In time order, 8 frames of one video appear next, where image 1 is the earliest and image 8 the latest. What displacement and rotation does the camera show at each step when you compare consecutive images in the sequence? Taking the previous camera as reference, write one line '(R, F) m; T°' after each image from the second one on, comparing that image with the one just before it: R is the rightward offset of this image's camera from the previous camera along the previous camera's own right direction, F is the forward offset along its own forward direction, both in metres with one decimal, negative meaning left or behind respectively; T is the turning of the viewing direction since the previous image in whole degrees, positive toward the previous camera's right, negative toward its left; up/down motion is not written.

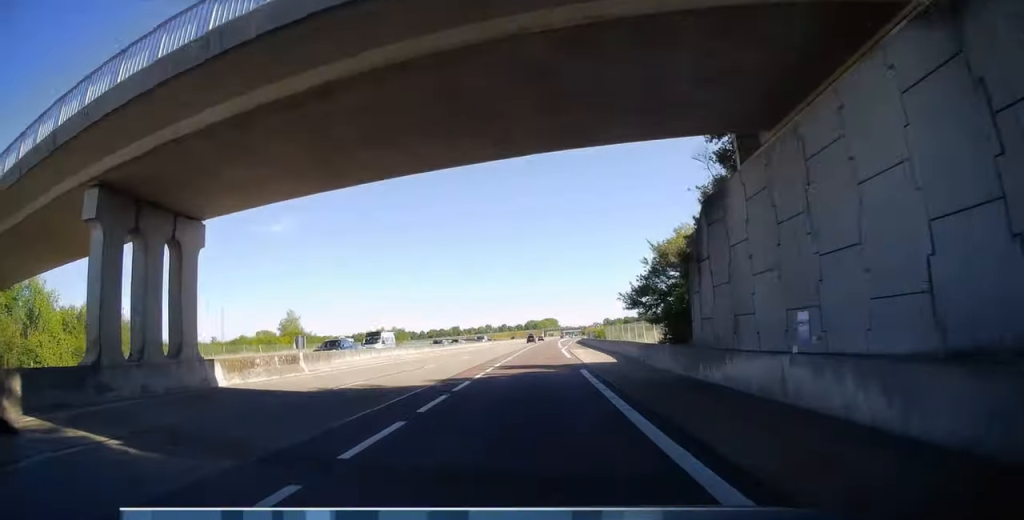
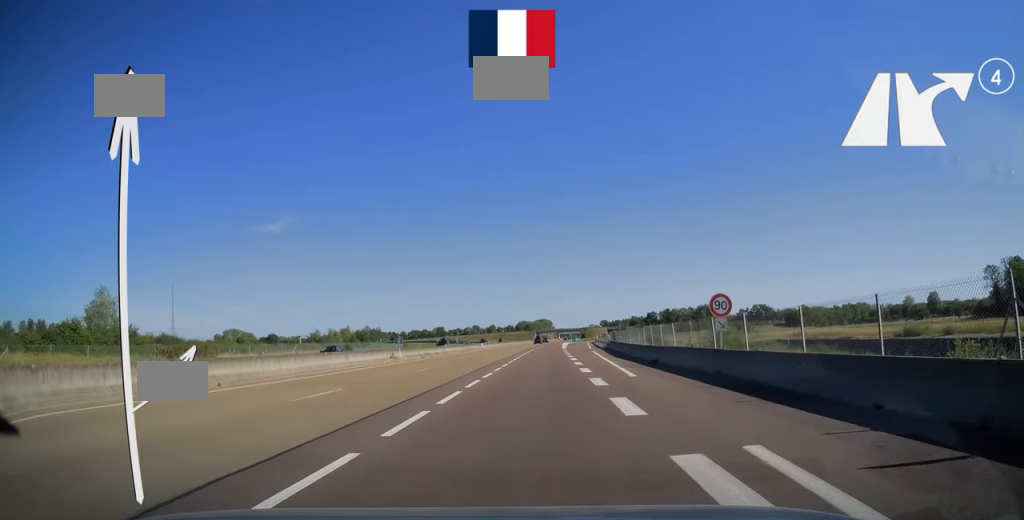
(+0.5, +67.0) m; 0°
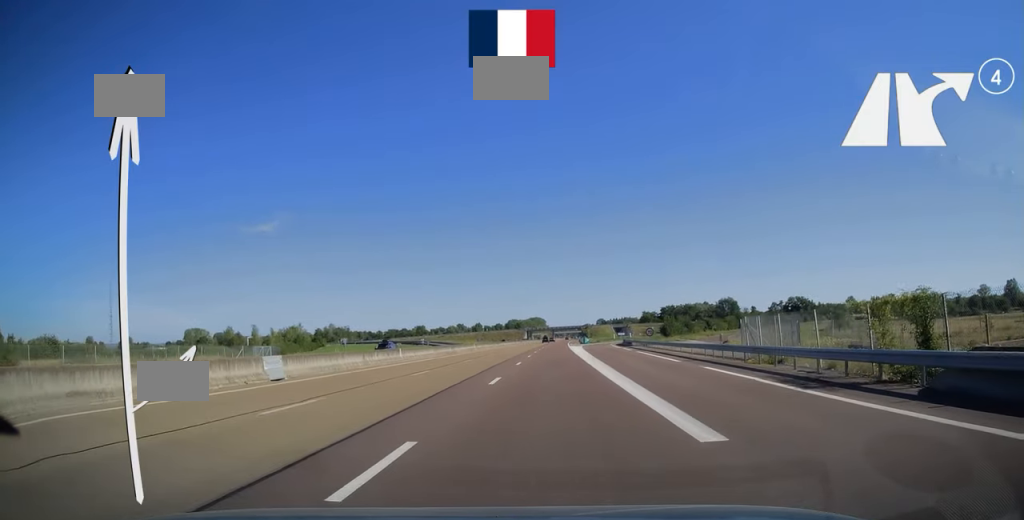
(+0.4, +68.2) m; +1°
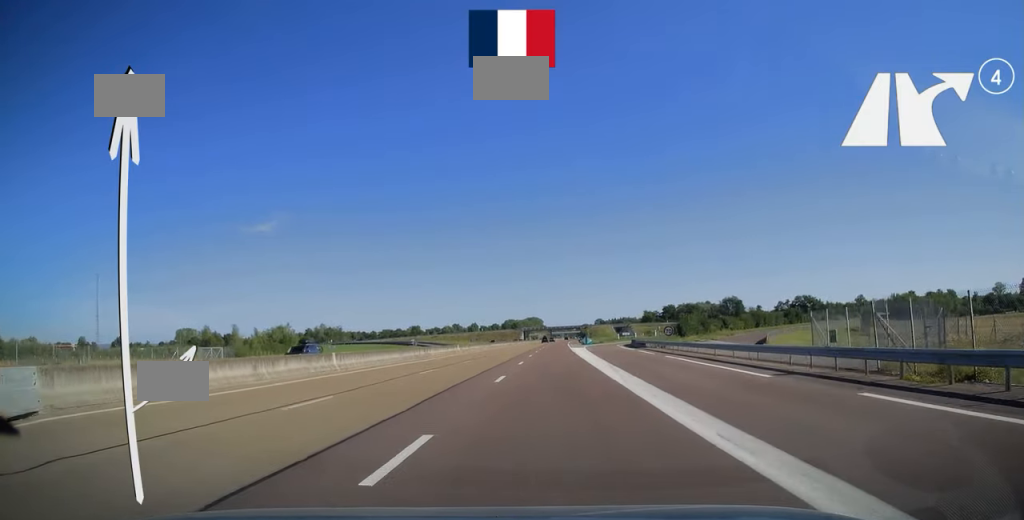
(0.0, +12.4) m; 0°
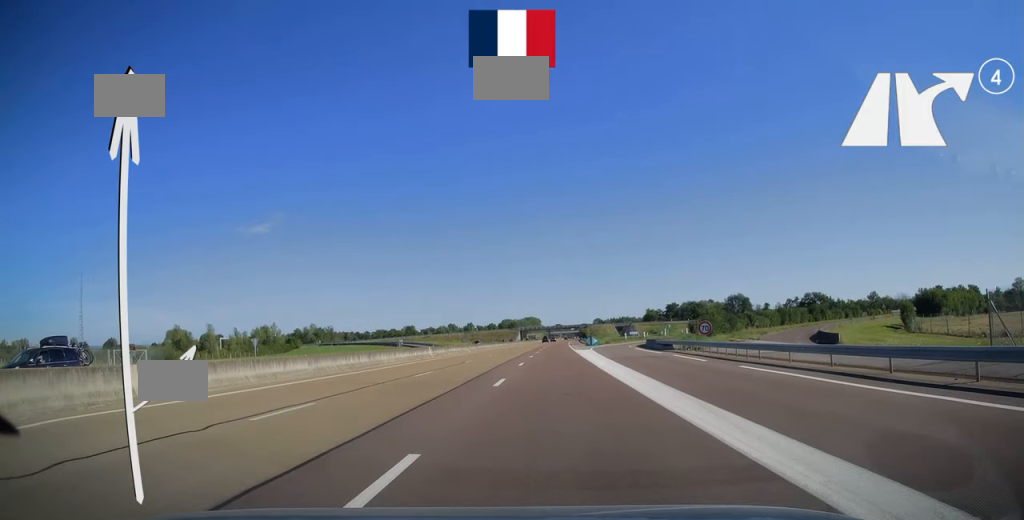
(0.0, +14.3) m; 0°
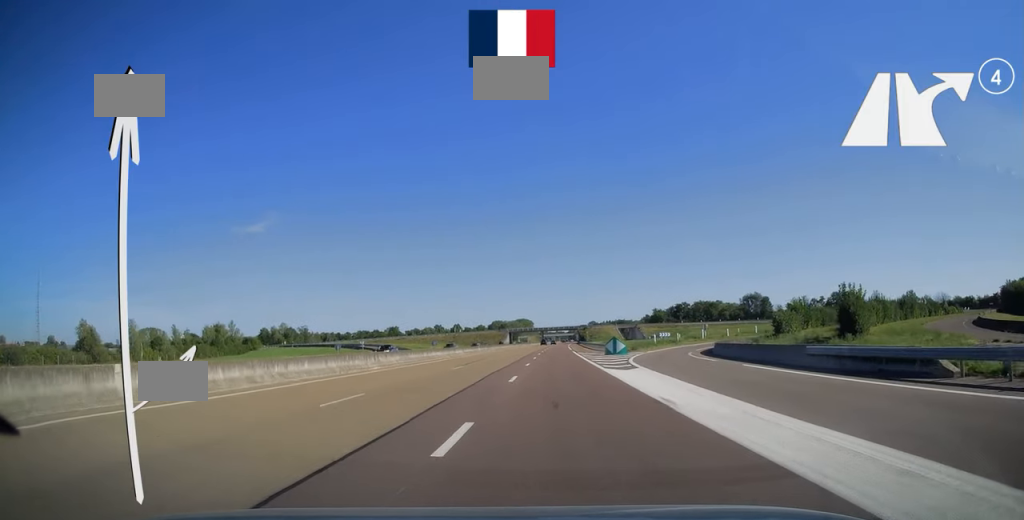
(+0.2, +35.8) m; +1°
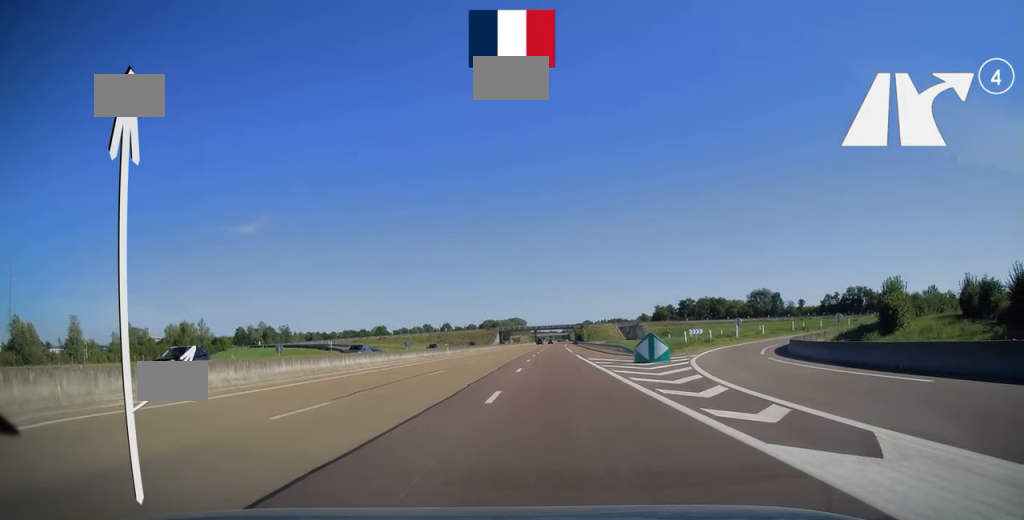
(+0.1, +20.0) m; +1°
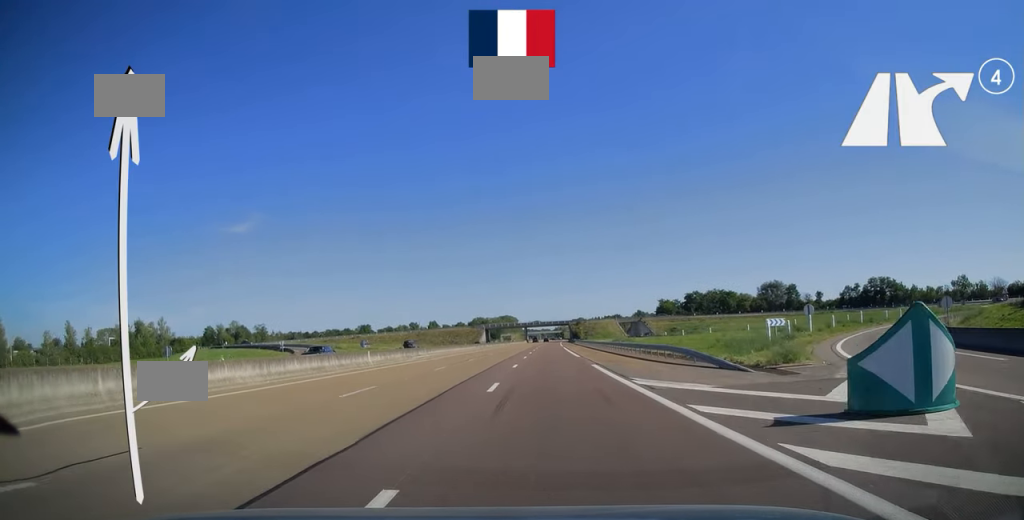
(0.0, +23.5) m; +1°
